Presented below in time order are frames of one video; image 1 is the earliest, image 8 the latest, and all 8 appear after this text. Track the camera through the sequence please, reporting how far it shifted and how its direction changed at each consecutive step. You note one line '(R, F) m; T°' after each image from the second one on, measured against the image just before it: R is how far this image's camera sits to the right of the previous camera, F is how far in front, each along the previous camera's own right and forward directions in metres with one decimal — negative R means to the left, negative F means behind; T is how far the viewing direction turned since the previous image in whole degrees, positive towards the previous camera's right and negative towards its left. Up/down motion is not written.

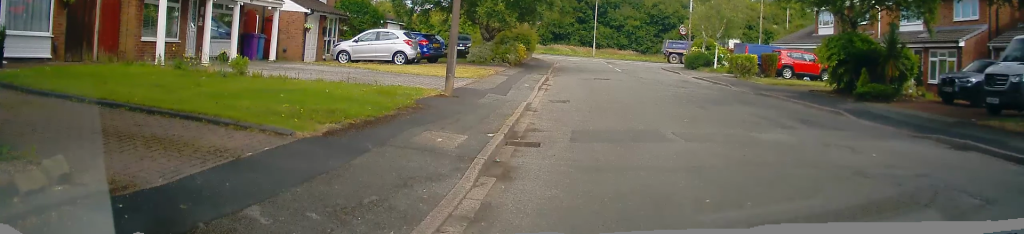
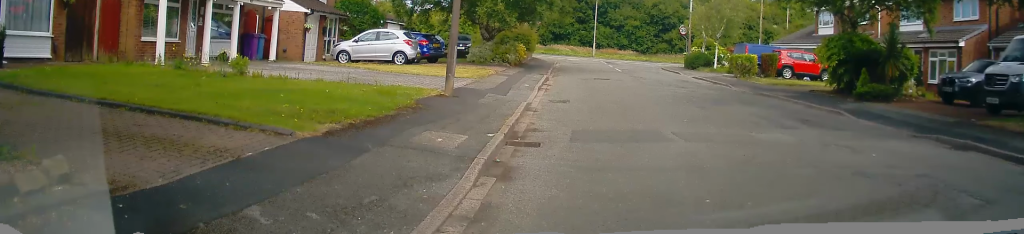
(0.0, 0.0) m; 0°
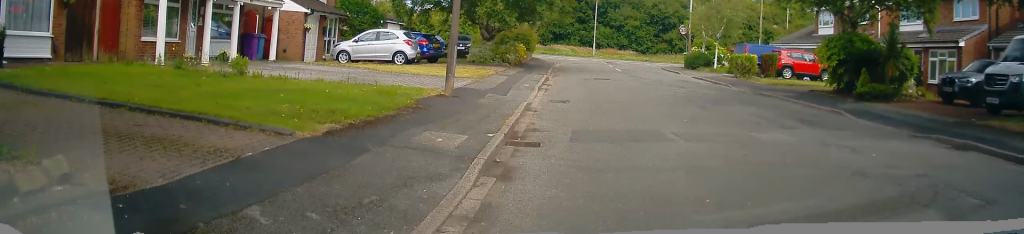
(0.0, 0.0) m; 0°
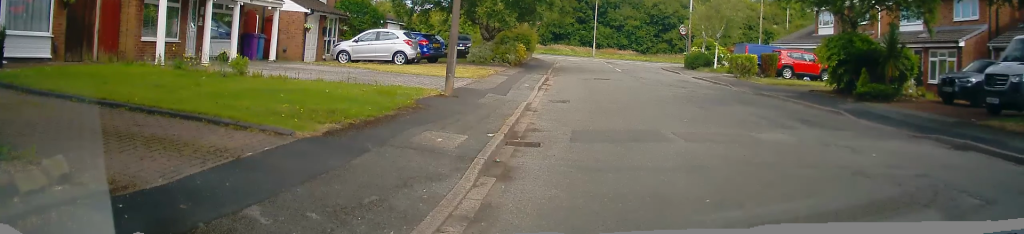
(0.0, 0.0) m; 0°
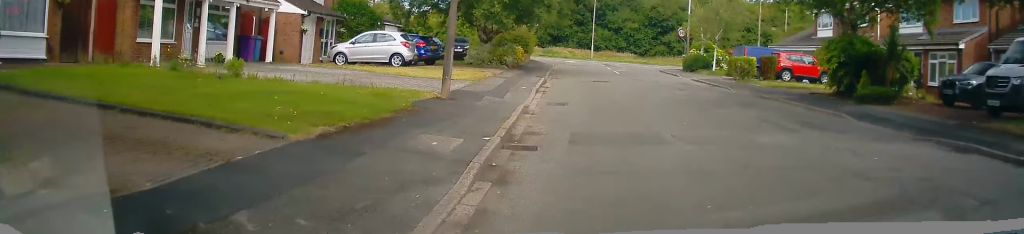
(0.0, +0.1) m; 0°
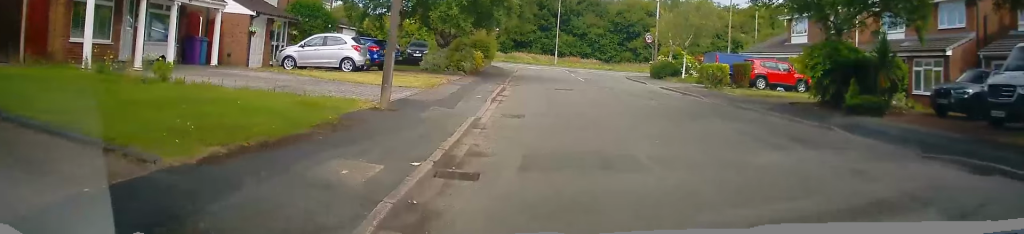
(+0.1, +1.1) m; 0°
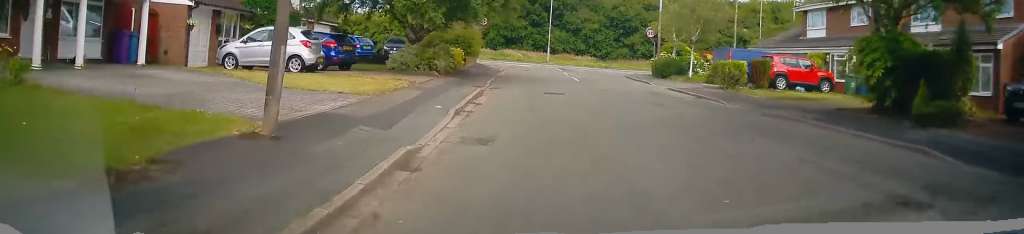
(0.0, +3.3) m; 0°
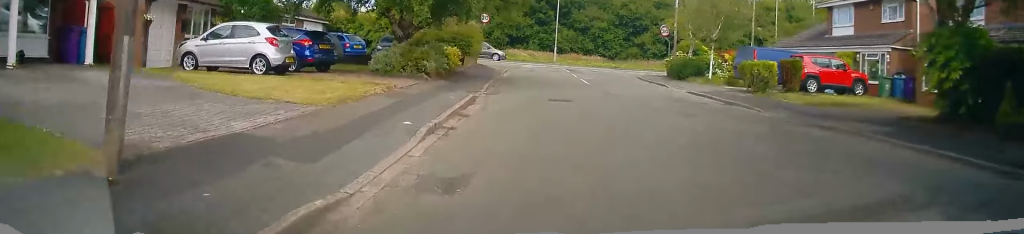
(0.0, +2.5) m; -1°
